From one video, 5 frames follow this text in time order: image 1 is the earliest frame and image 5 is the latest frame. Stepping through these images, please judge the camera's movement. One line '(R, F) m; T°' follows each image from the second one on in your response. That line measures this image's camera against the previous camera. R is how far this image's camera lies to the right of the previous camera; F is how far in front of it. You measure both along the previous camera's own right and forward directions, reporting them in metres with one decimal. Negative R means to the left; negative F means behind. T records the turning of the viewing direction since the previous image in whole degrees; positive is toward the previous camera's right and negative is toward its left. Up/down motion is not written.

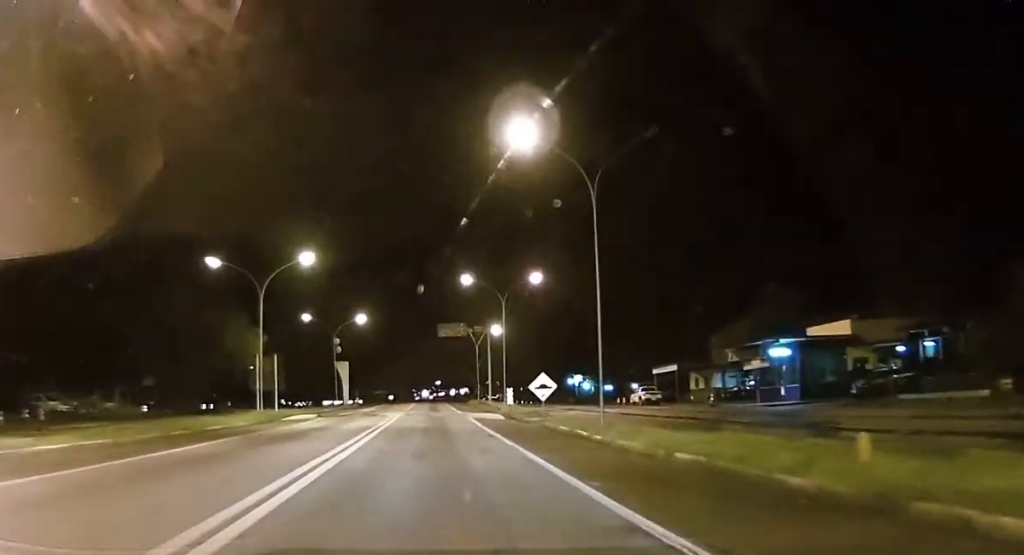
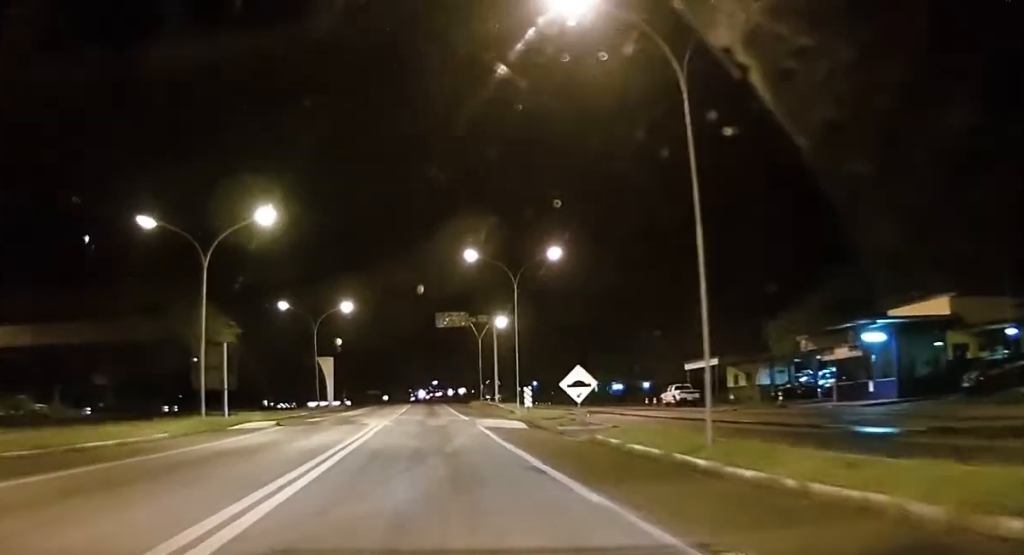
(-0.3, +9.4) m; -2°
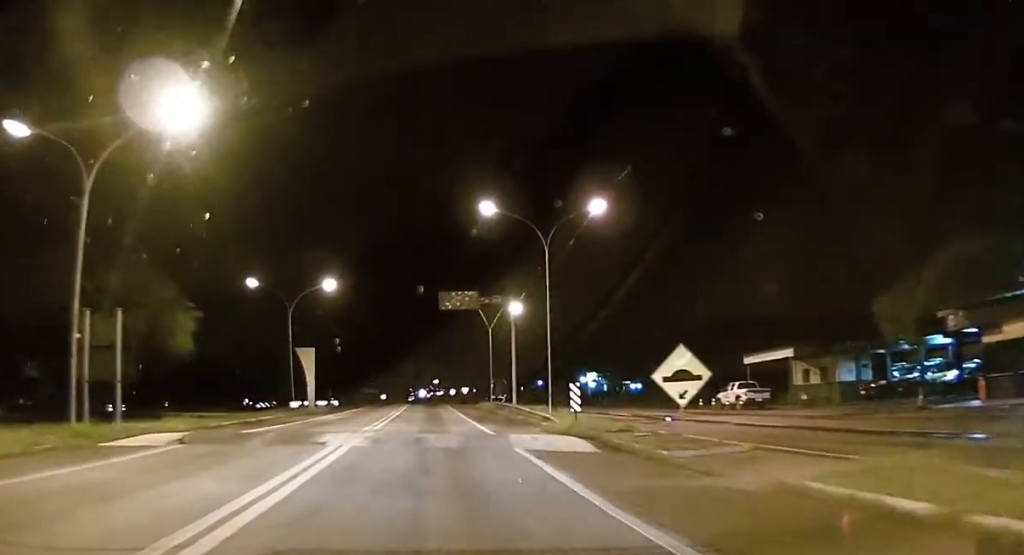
(+0.3, +11.0) m; +3°
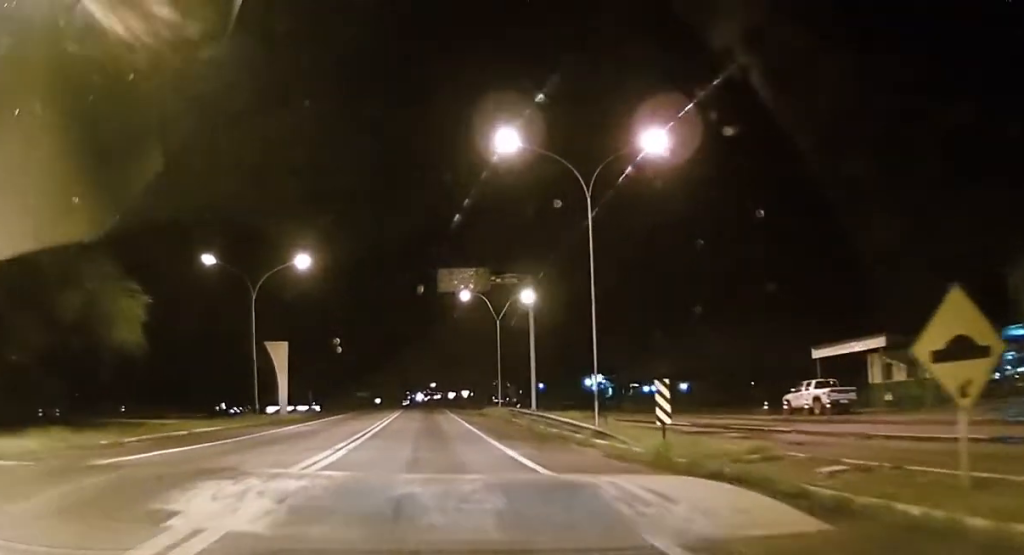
(0.0, +10.2) m; -2°
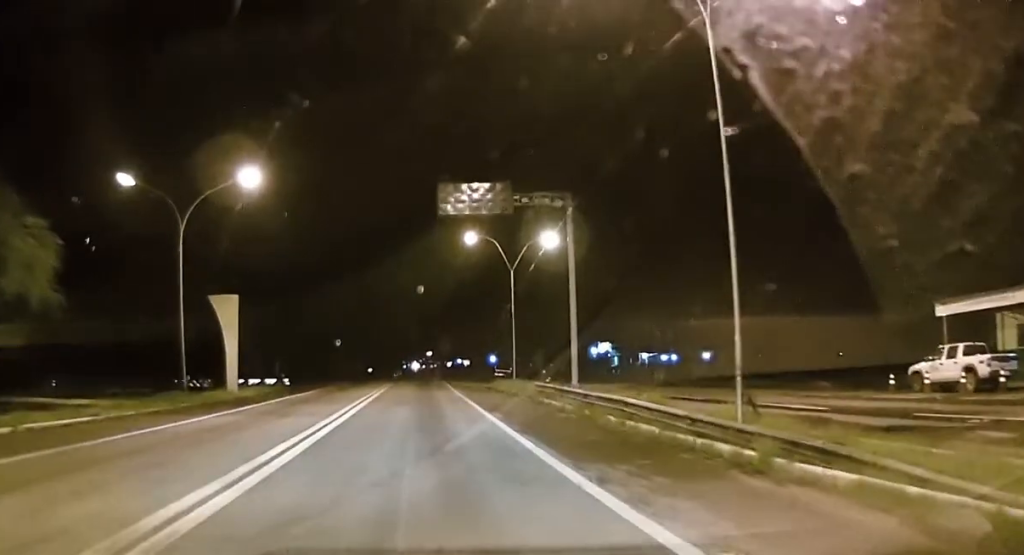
(-0.8, +12.9) m; -2°
